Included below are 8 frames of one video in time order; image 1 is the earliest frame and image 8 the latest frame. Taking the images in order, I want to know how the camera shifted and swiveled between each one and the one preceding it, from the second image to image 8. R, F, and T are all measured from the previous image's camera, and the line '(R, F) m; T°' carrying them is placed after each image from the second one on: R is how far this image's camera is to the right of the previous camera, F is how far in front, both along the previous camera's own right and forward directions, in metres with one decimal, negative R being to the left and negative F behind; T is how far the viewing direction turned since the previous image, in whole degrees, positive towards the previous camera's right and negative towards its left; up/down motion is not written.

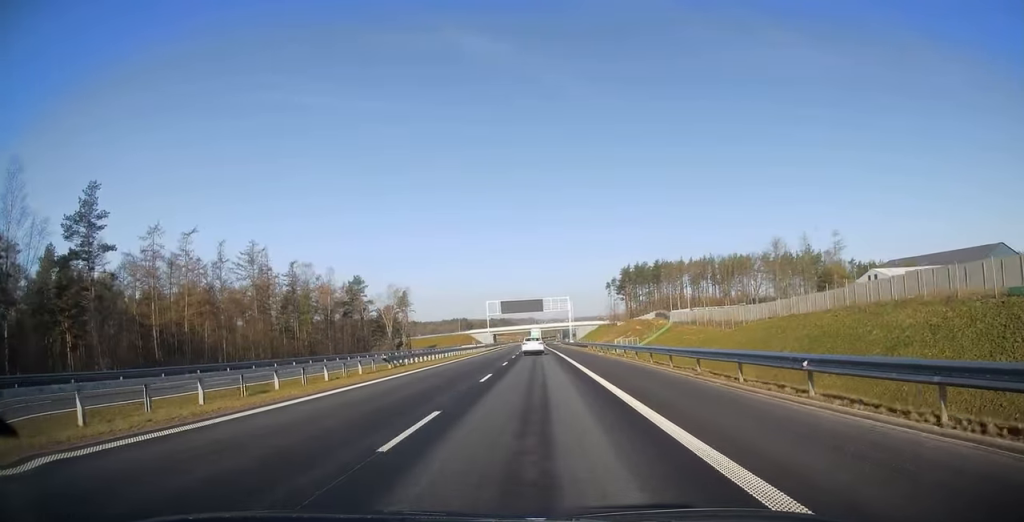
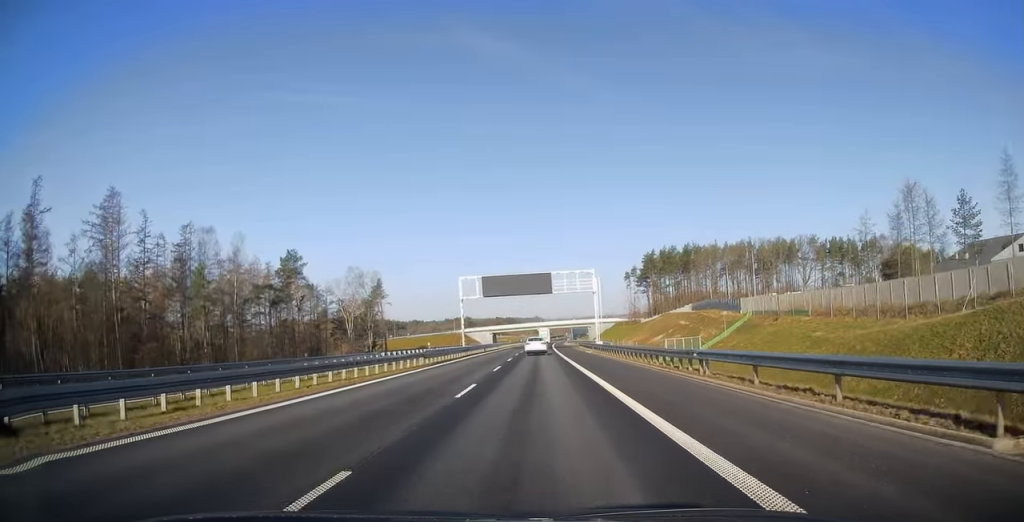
(-0.5, +38.1) m; -1°
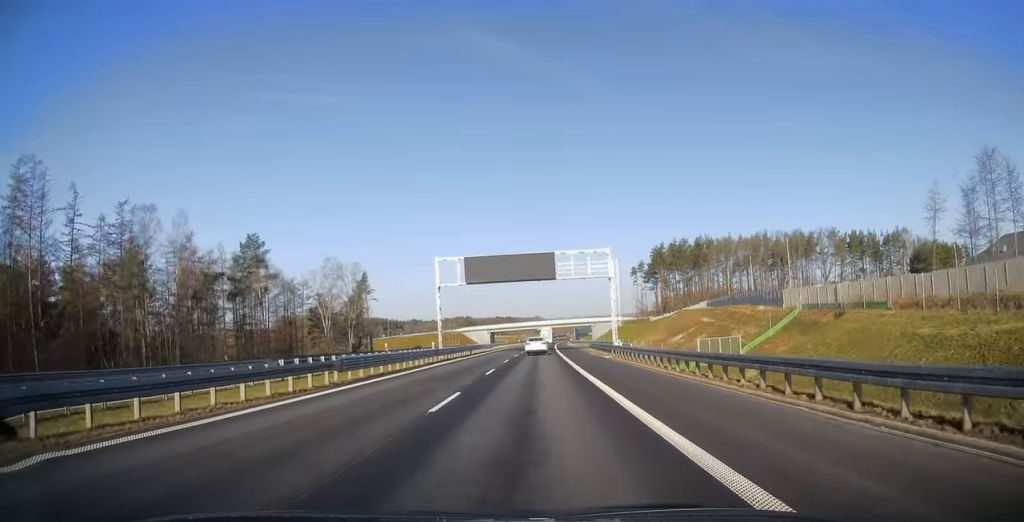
(+0.1, +13.3) m; 0°
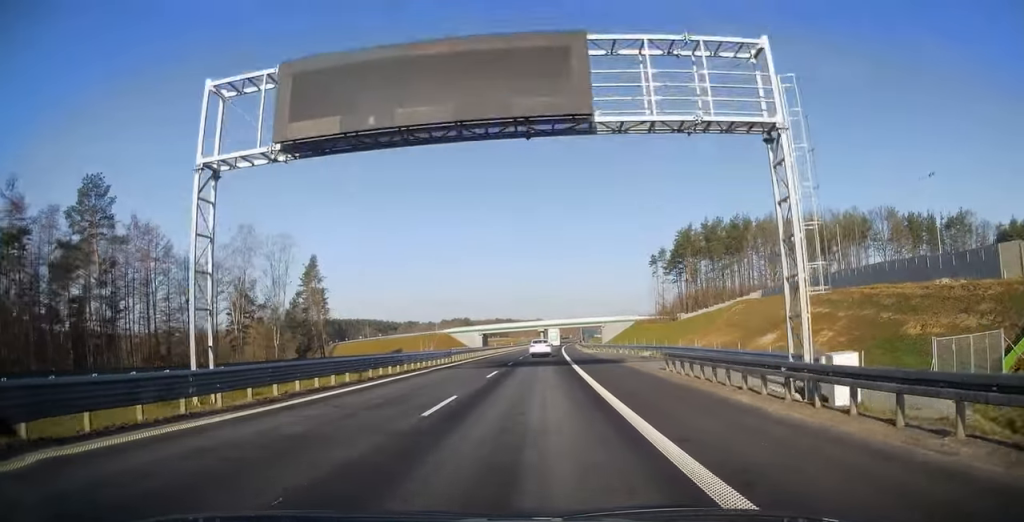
(-0.3, +30.1) m; 0°
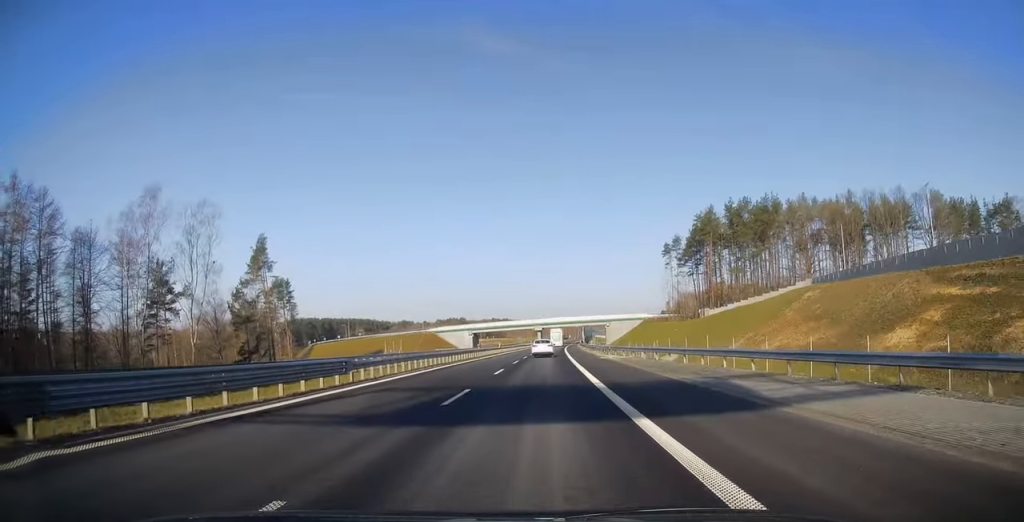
(0.0, +18.4) m; 0°
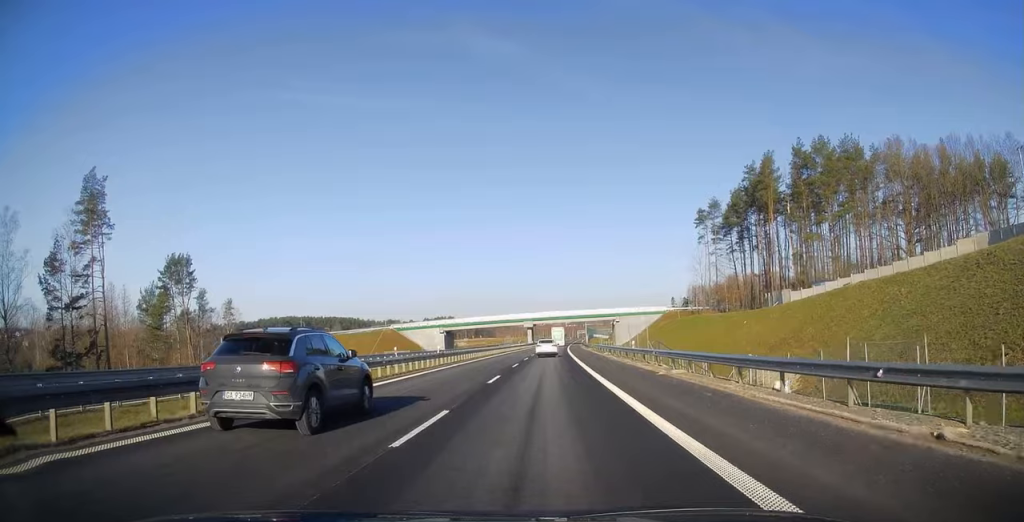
(+0.3, +38.2) m; +1°
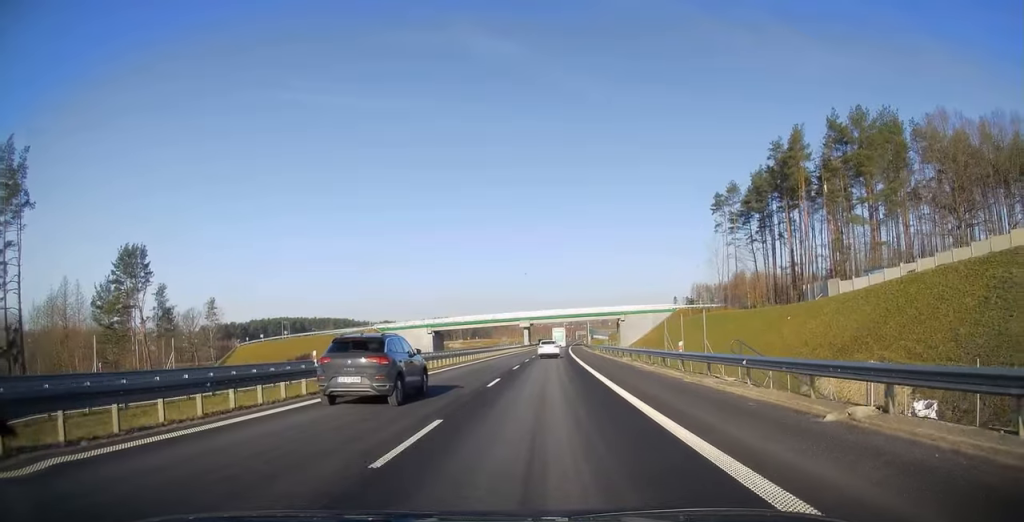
(0.0, +13.2) m; 0°
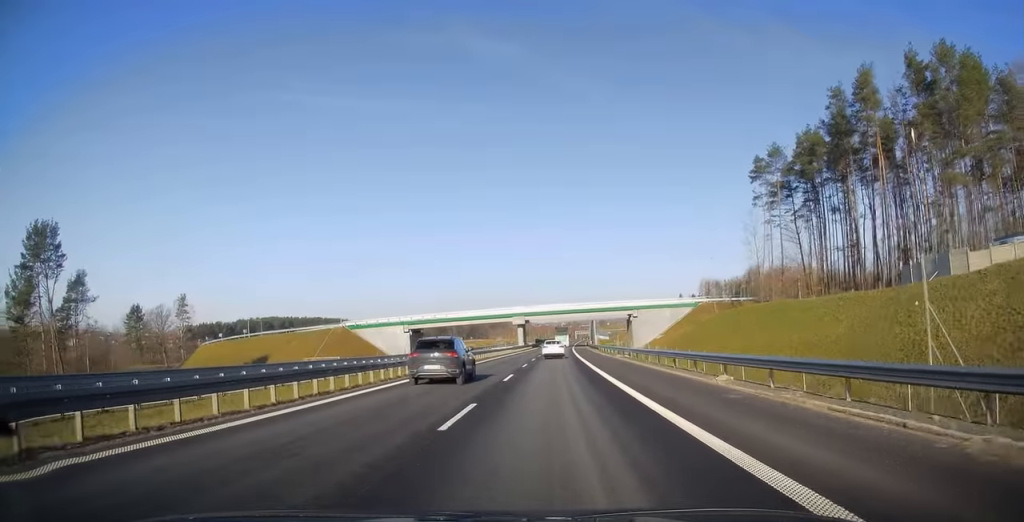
(+0.1, +22.0) m; 0°
